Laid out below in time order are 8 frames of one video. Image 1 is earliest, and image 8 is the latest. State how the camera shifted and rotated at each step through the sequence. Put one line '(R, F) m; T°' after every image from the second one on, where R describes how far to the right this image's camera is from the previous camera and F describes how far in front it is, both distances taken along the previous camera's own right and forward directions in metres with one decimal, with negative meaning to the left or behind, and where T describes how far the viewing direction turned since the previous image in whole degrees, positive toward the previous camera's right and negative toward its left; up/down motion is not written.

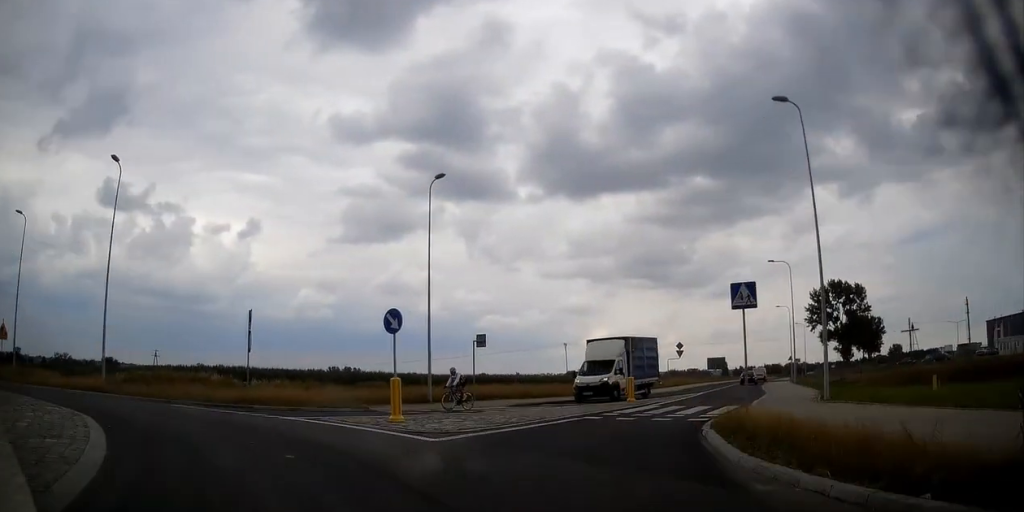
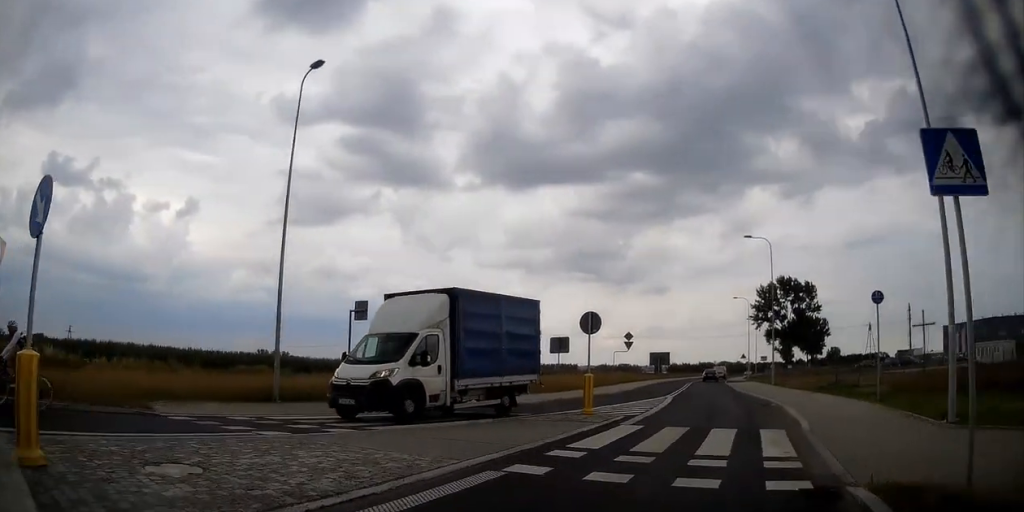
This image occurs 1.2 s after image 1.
(-0.9, +9.7) m; 0°
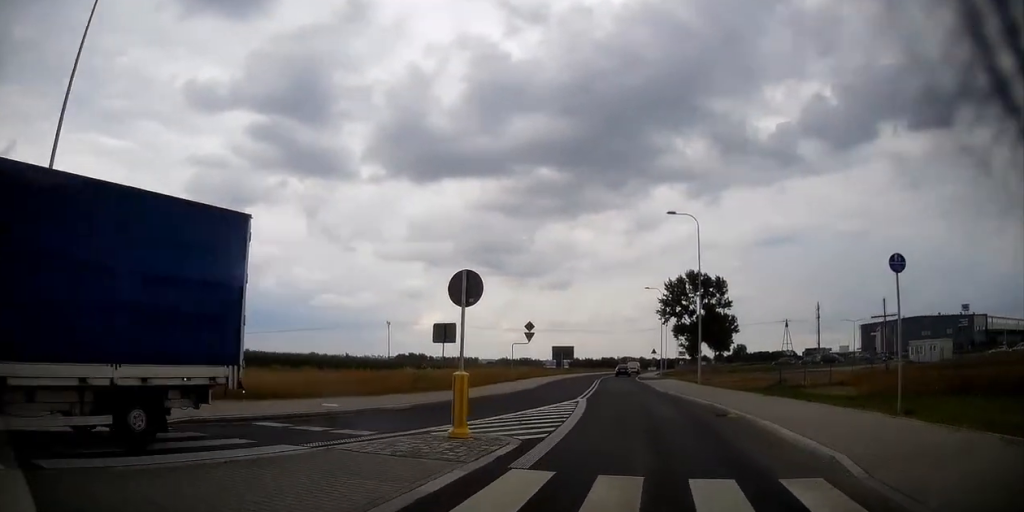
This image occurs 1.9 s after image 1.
(+0.4, +6.2) m; +5°
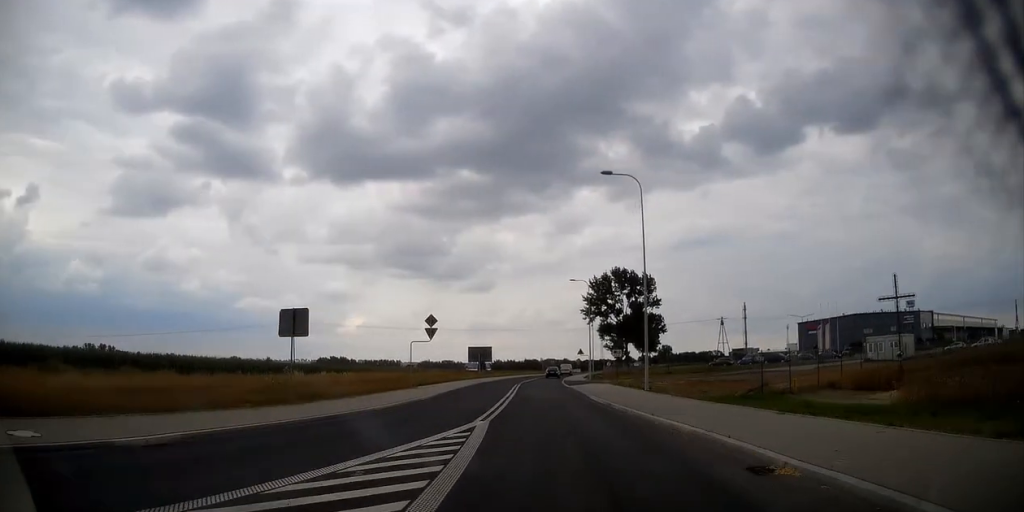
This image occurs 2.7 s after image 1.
(+0.7, +8.3) m; +5°
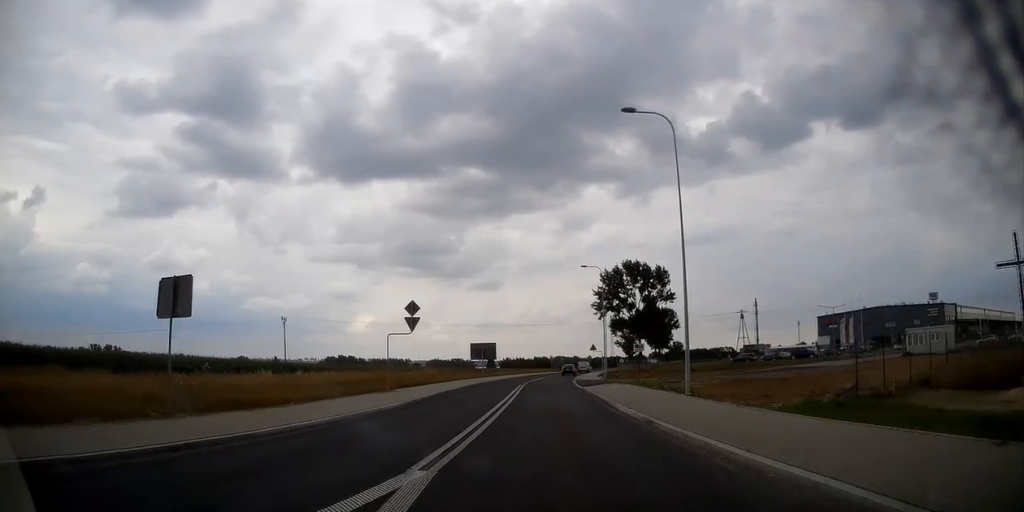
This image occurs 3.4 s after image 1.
(-0.1, +6.9) m; +1°
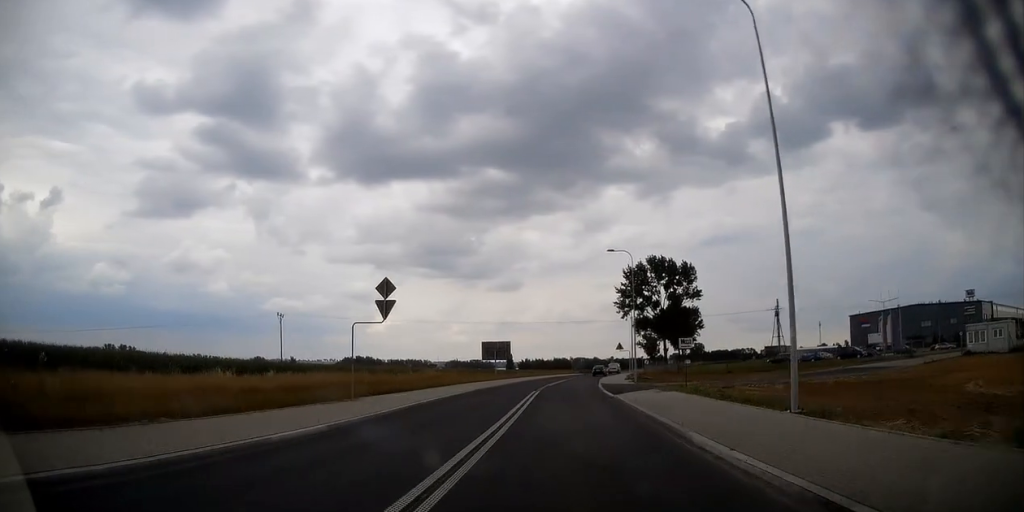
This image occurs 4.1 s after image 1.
(+0.3, +8.1) m; +1°
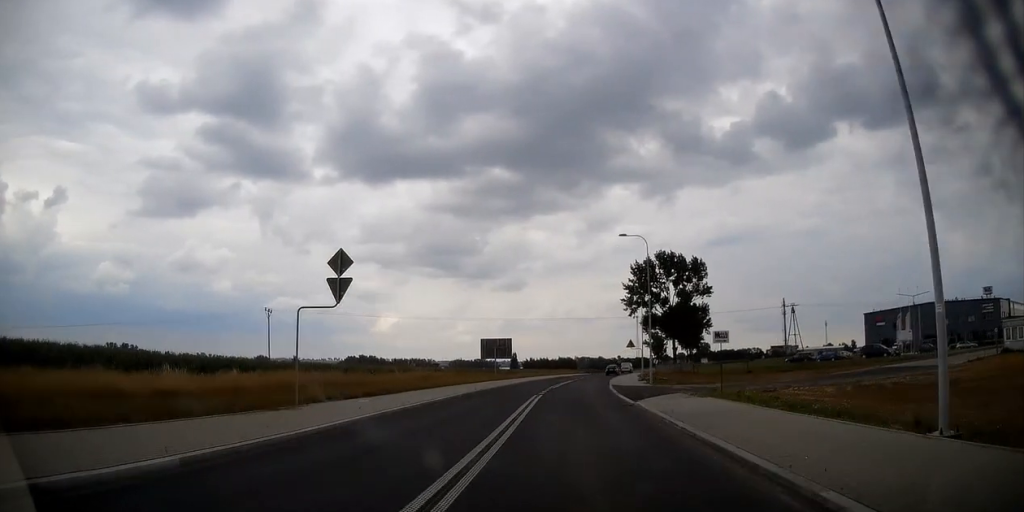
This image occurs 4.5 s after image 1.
(+0.1, +5.1) m; 0°
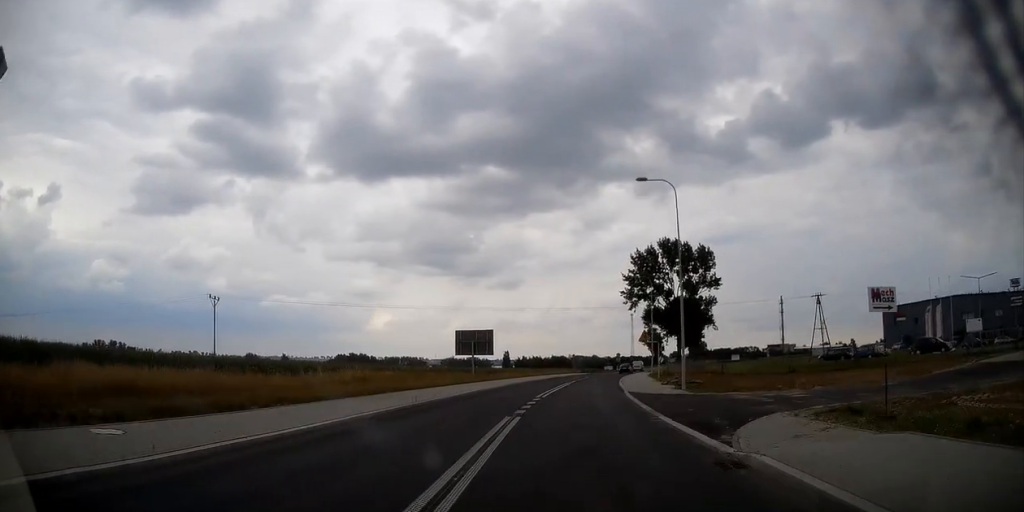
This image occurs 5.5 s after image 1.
(-0.3, +12.2) m; 0°
